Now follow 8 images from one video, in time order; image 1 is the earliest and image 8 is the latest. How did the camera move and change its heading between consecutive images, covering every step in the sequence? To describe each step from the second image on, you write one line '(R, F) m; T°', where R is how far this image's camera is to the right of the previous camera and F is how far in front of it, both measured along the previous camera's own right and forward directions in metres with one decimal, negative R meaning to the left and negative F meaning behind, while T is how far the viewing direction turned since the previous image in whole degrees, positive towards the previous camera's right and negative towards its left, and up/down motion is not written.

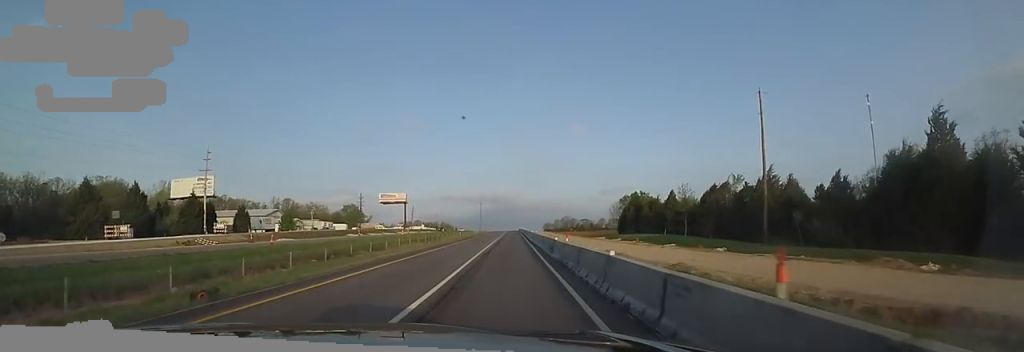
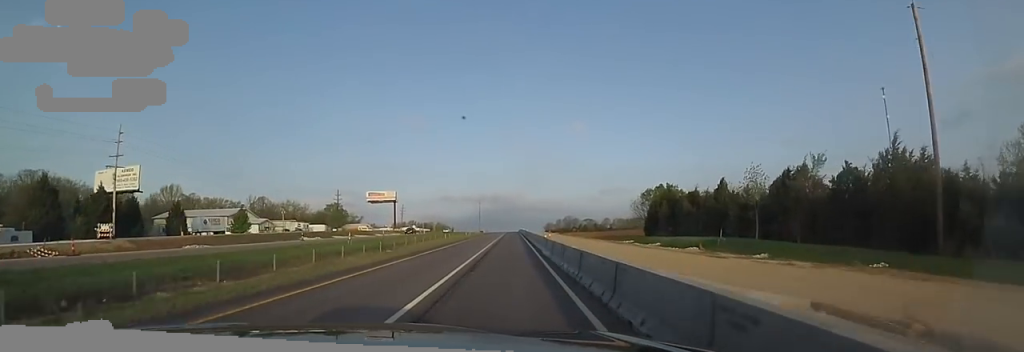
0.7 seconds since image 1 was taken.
(0.0, +21.6) m; 0°
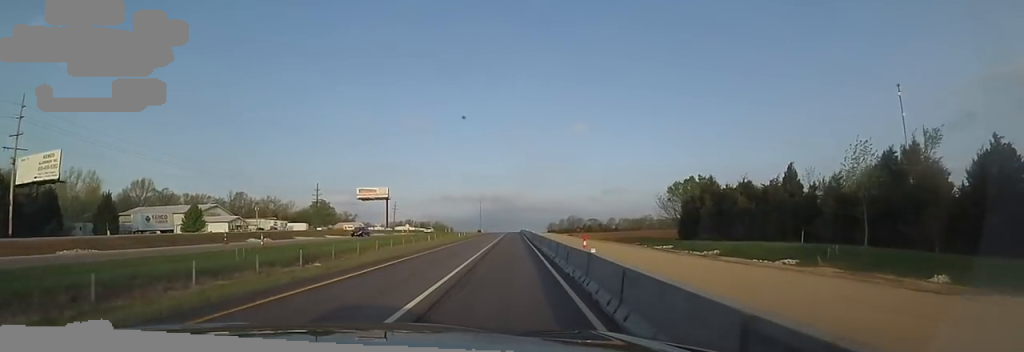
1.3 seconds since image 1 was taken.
(0.0, +16.9) m; 0°
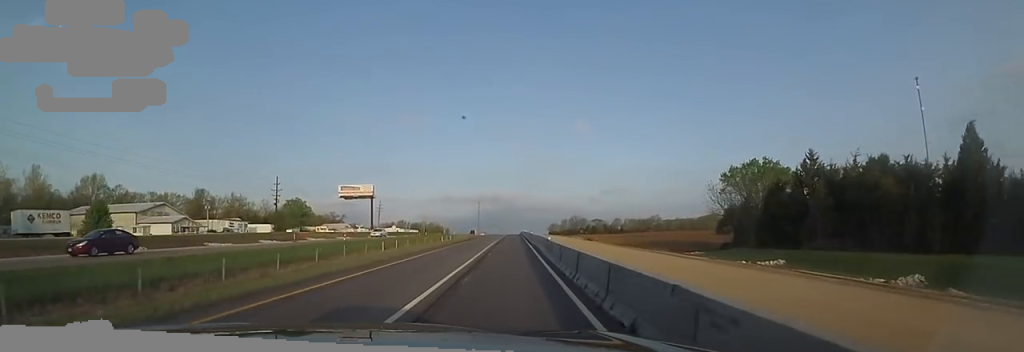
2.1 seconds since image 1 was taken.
(0.0, +22.6) m; 0°
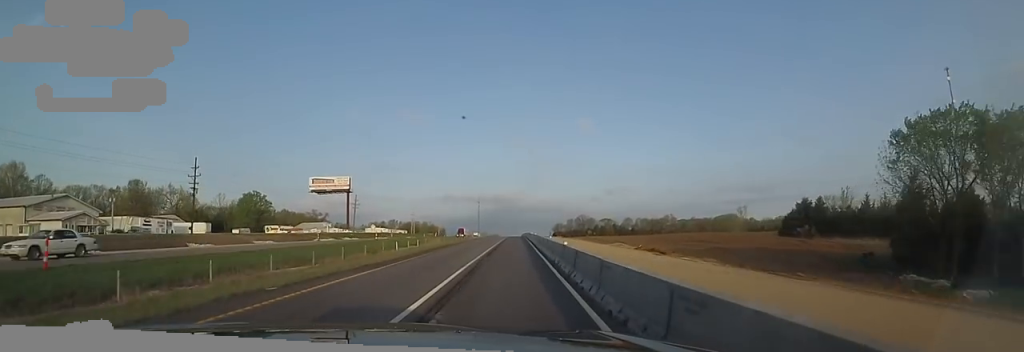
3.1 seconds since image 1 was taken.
(0.0, +29.5) m; 0°
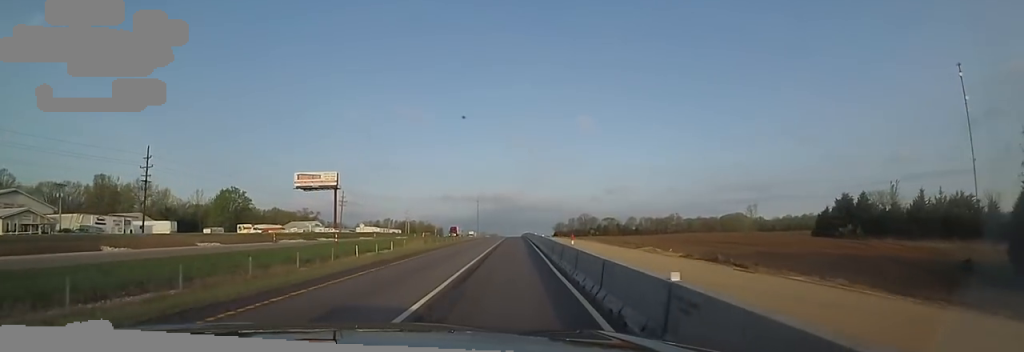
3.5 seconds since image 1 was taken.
(0.0, +12.0) m; 0°
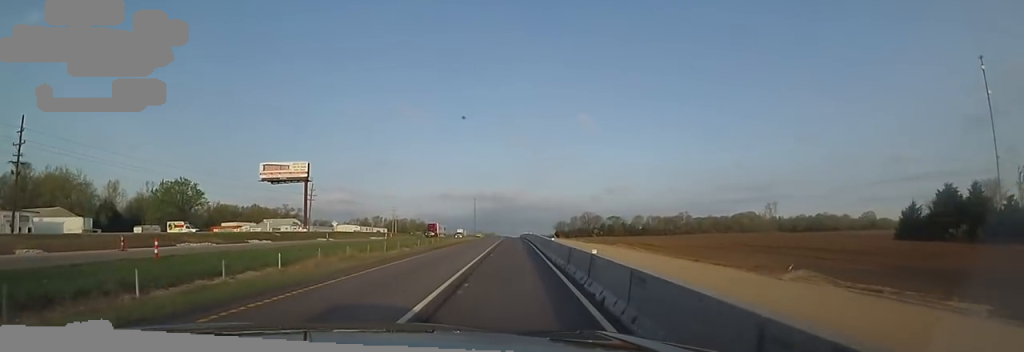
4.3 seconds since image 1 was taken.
(0.0, +20.6) m; 0°
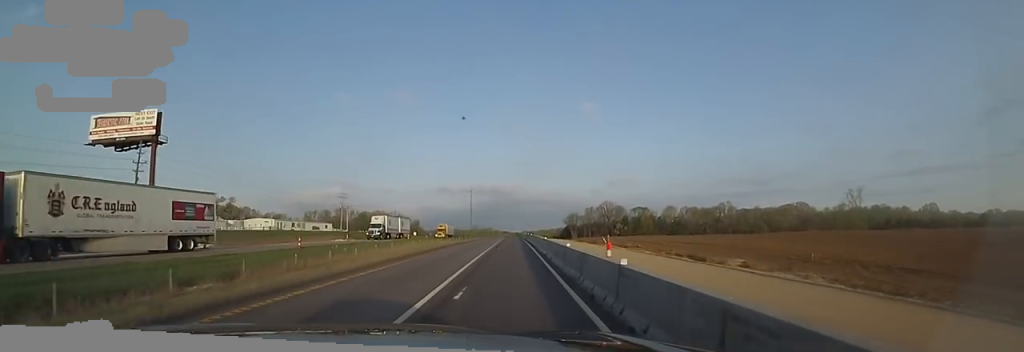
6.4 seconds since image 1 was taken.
(0.0, +60.6) m; 0°
